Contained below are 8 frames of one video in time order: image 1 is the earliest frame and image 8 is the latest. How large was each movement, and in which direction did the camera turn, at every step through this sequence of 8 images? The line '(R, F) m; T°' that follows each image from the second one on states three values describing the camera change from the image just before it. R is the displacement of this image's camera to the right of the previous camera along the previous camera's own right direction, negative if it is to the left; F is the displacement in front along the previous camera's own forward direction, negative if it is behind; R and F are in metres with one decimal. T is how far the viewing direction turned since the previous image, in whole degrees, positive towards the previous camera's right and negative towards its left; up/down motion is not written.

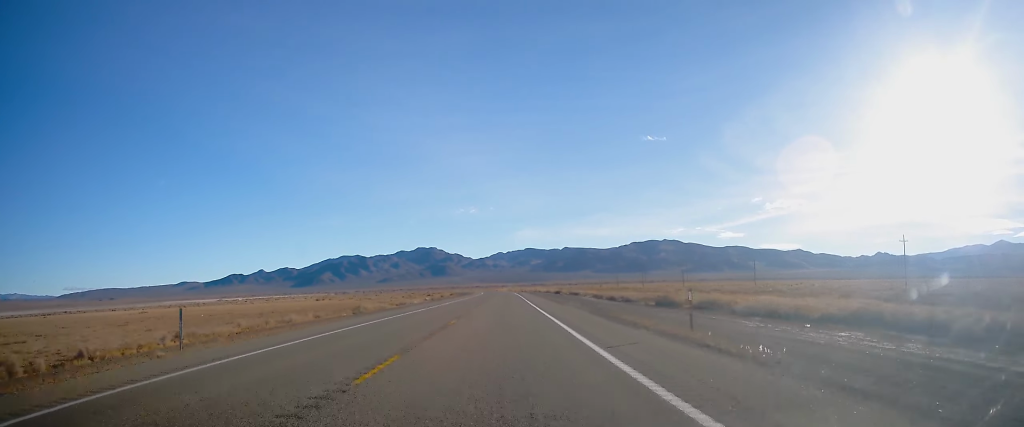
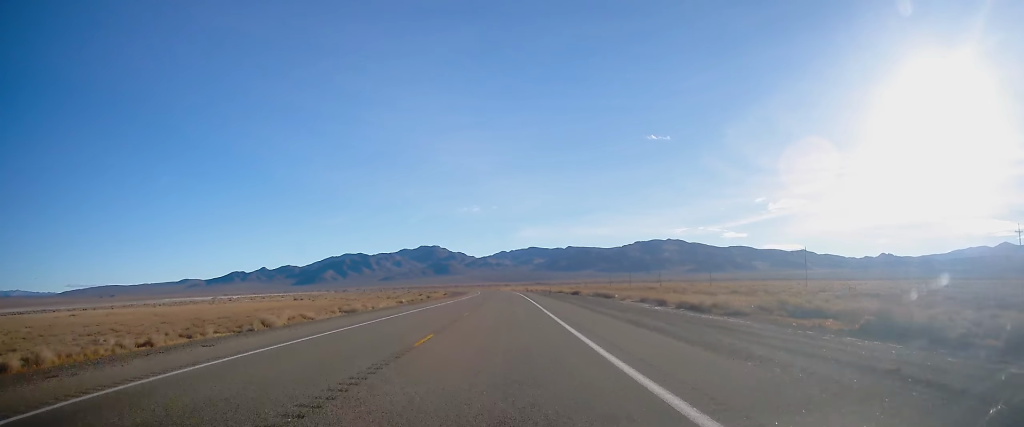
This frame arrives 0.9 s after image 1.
(+0.4, +32.3) m; 0°
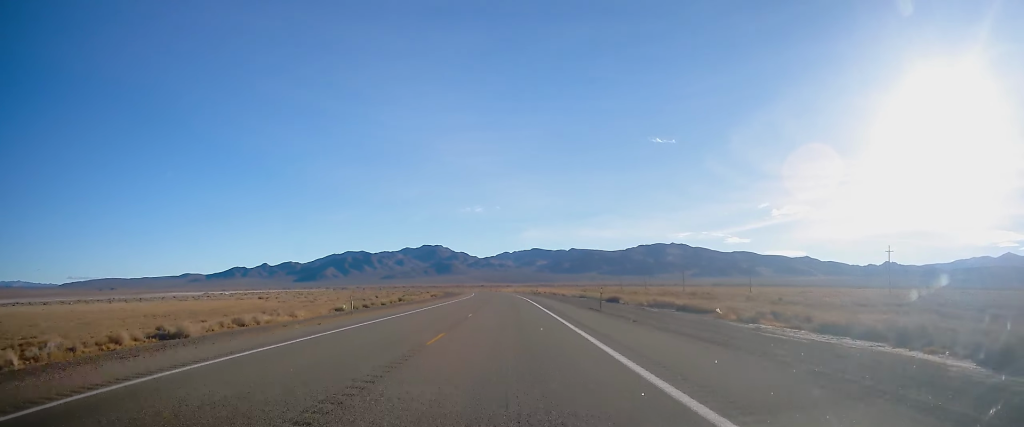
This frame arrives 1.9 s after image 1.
(-0.4, +36.6) m; -1°
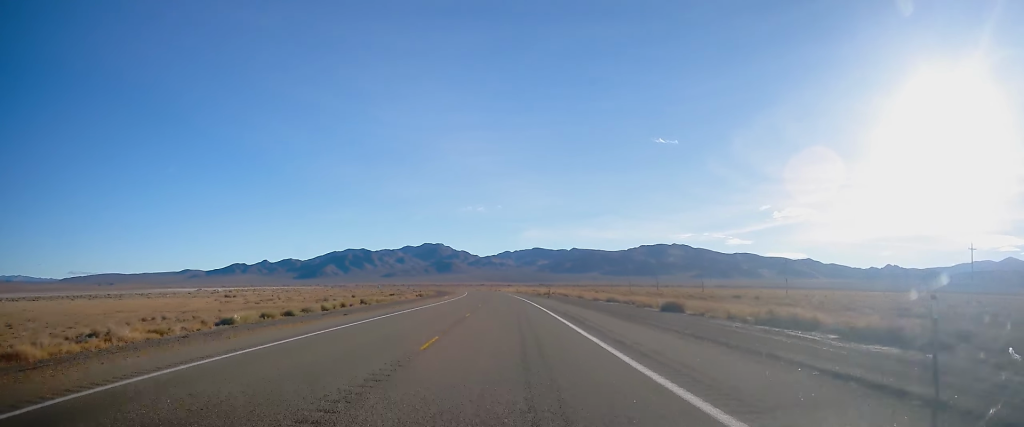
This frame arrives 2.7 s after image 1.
(0.0, +25.9) m; -1°
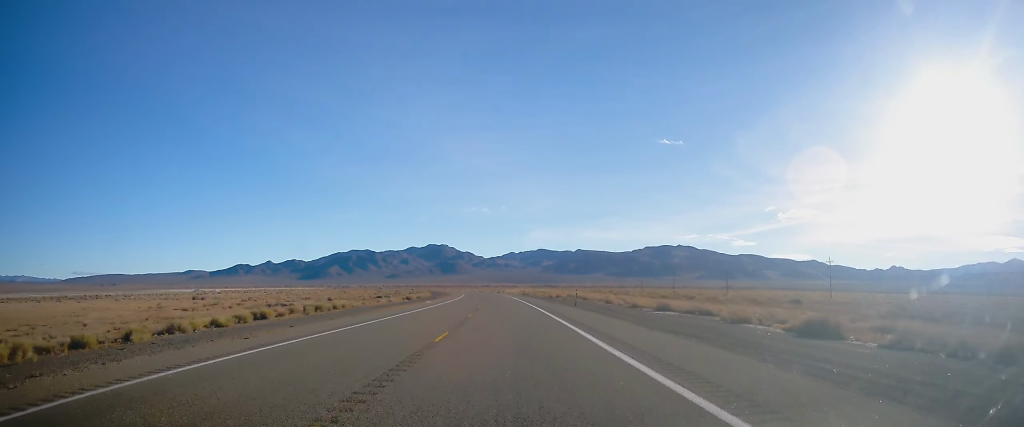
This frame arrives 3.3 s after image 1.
(-0.1, +22.3) m; 0°
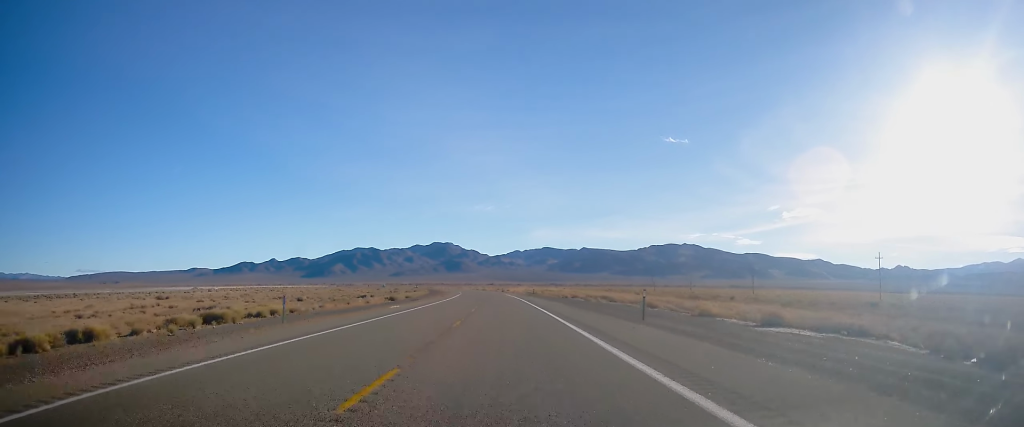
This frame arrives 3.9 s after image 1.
(-0.2, +20.0) m; 0°
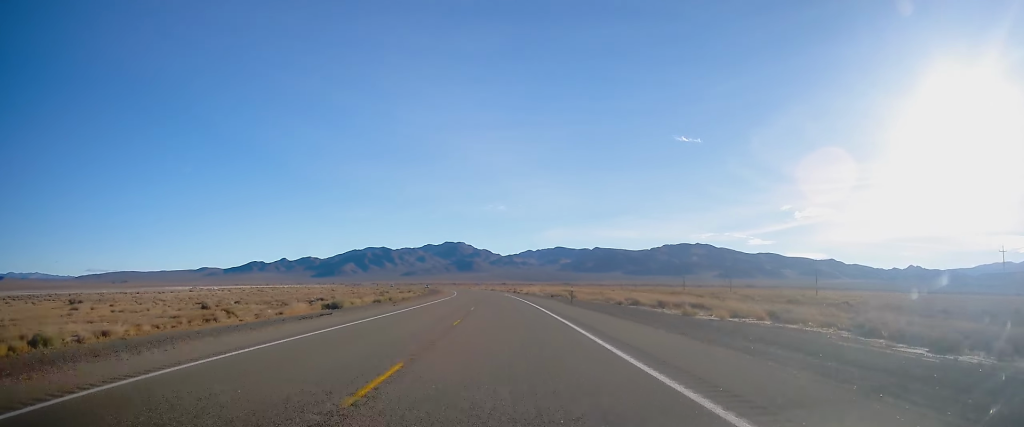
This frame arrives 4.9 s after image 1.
(+0.3, +36.3) m; -1°
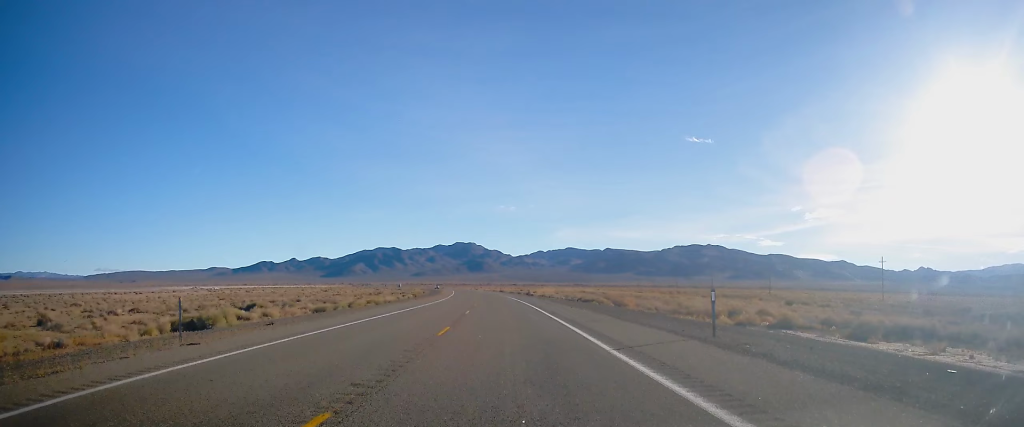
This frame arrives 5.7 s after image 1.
(-0.7, +28.2) m; -2°
